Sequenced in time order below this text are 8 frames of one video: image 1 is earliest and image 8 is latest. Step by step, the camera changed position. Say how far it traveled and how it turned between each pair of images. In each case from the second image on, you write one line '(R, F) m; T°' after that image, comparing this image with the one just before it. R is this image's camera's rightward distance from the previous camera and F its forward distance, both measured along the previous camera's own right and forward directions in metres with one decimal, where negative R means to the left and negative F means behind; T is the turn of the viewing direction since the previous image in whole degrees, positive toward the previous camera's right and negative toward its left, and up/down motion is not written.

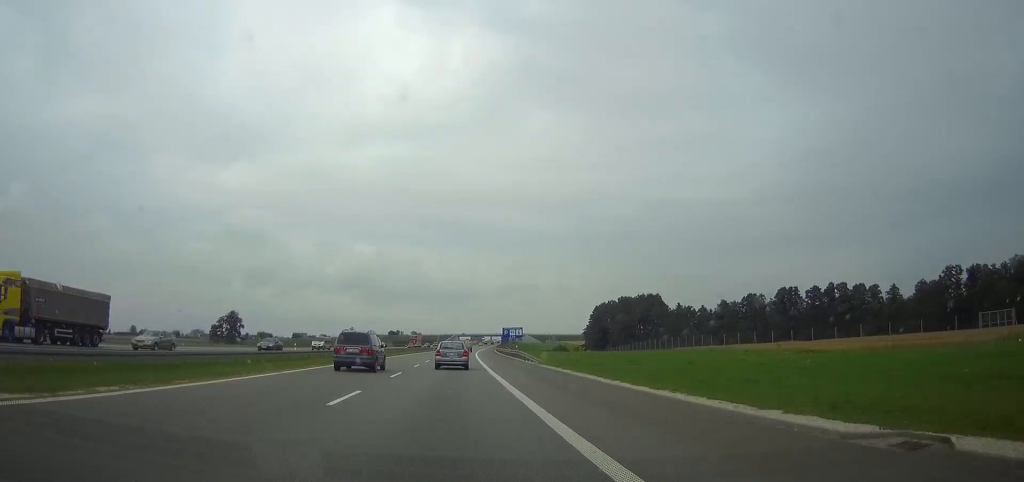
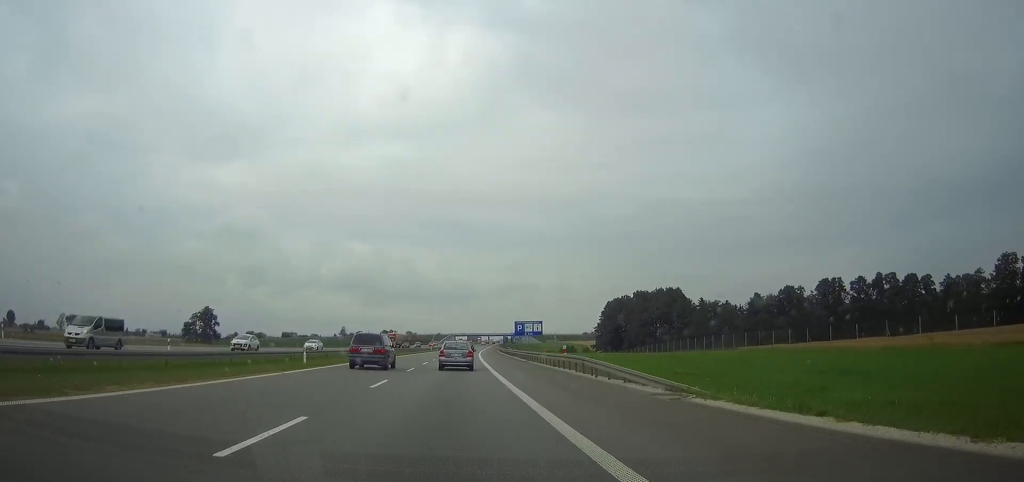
(+0.2, +30.4) m; +1°
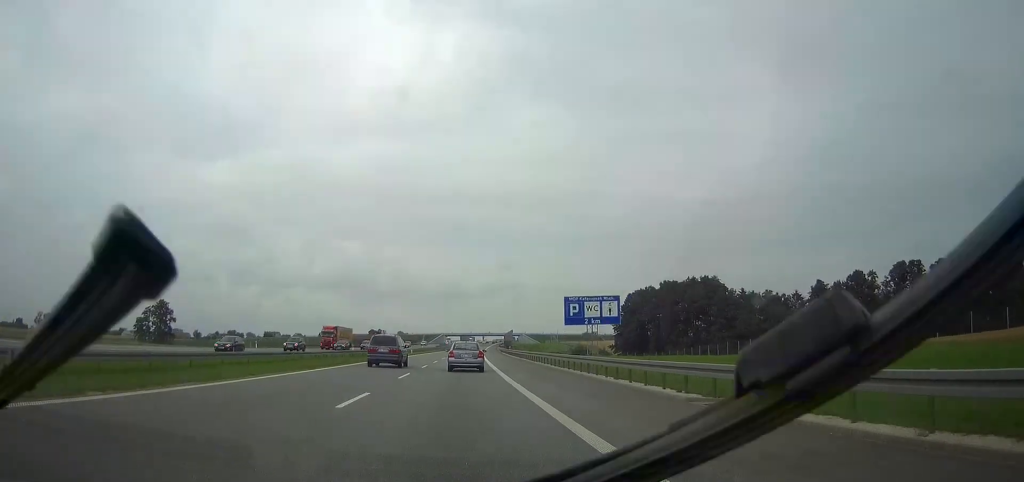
(+0.1, +42.2) m; 0°
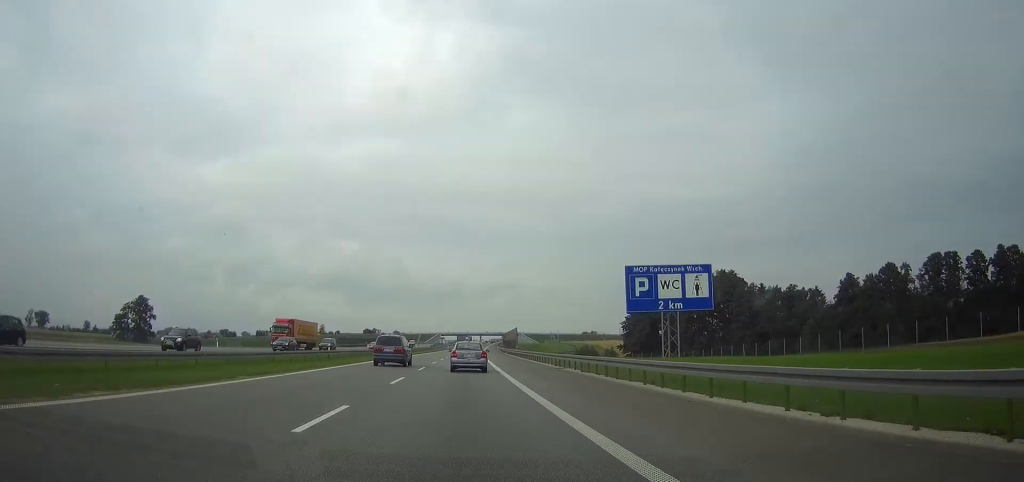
(0.0, +15.7) m; 0°
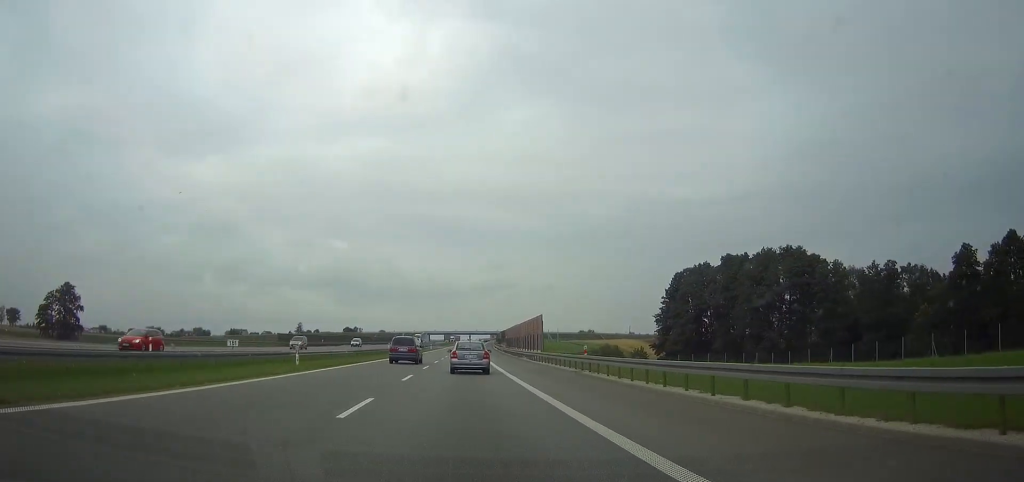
(+0.4, +46.0) m; +1°
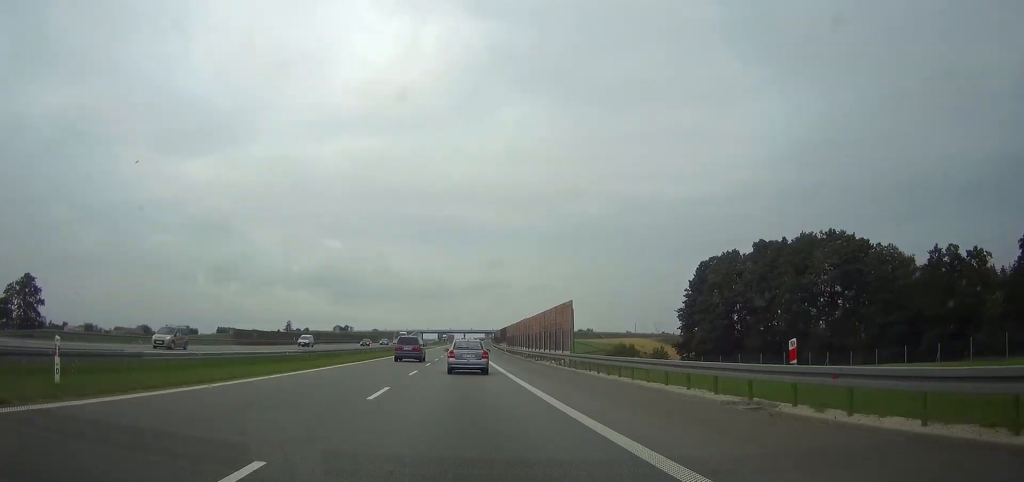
(+0.1, +20.5) m; 0°
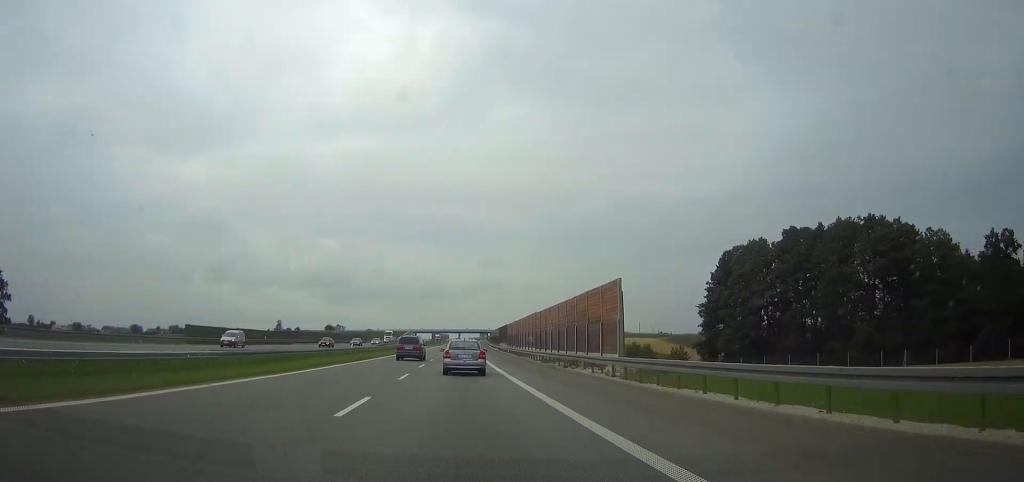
(0.0, +15.6) m; 0°
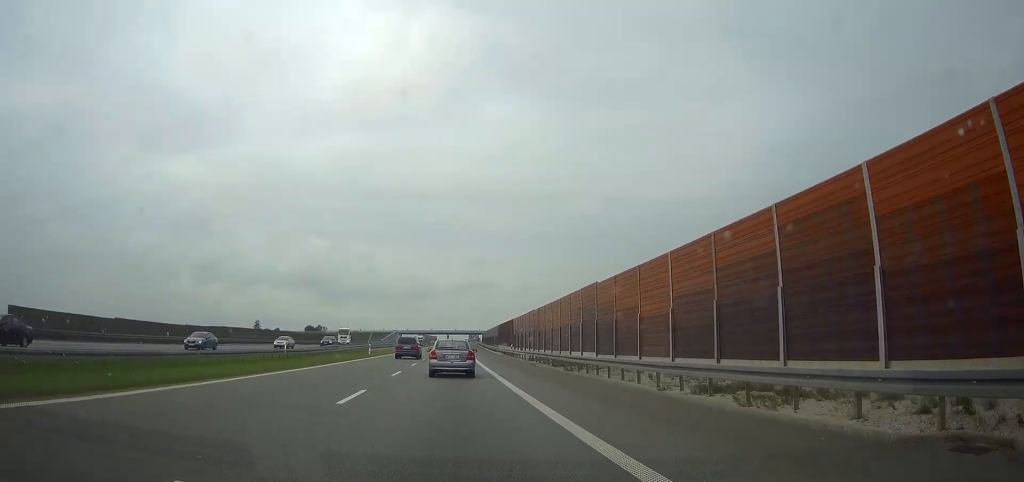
(+0.3, +34.2) m; +1°
